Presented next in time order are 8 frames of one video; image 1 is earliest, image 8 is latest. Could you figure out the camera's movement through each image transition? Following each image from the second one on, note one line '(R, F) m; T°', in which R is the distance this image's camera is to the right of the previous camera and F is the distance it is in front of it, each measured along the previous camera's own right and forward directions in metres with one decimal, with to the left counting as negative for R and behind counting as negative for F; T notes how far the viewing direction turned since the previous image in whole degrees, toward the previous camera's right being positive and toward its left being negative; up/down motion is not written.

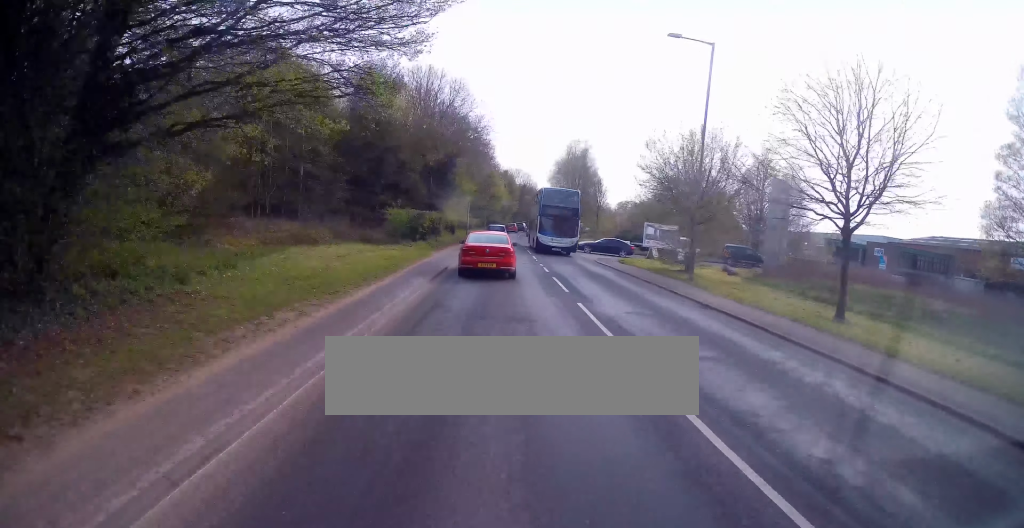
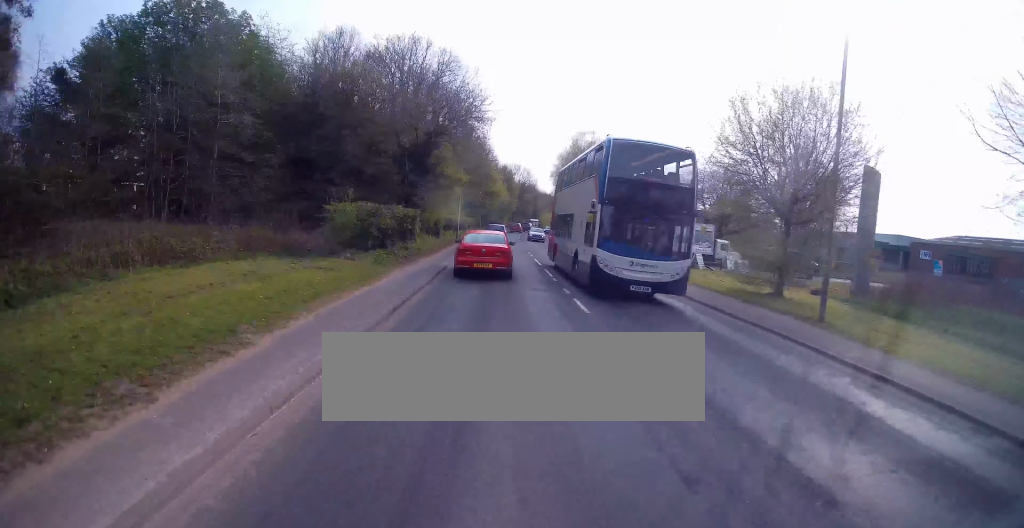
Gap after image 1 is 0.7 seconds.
(0.0, +9.5) m; 0°
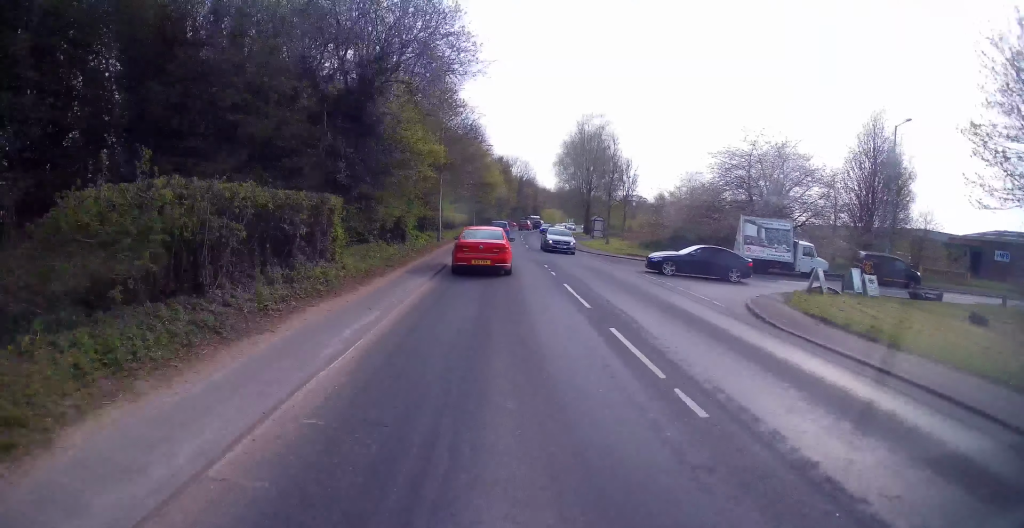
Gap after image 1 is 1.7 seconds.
(0.0, +12.5) m; 0°
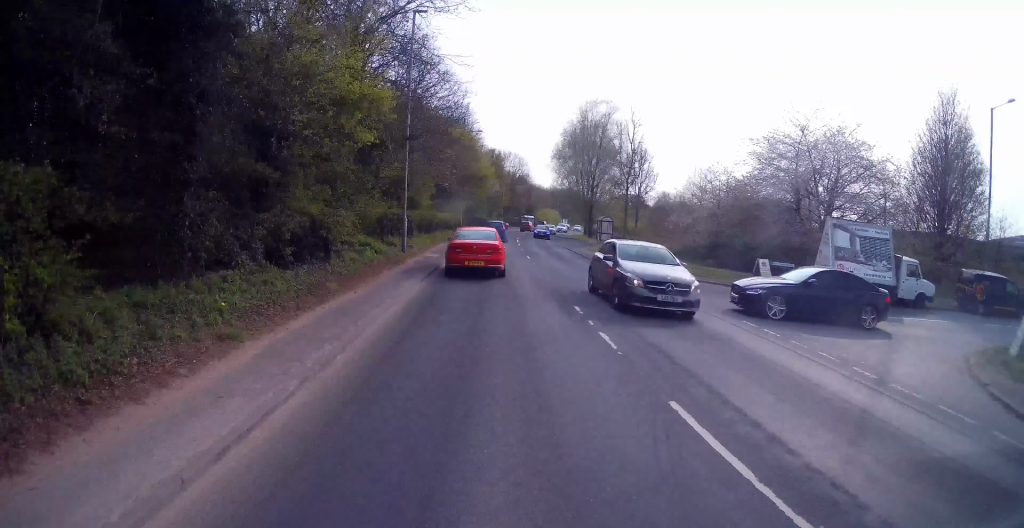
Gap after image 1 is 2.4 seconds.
(0.0, +10.0) m; 0°
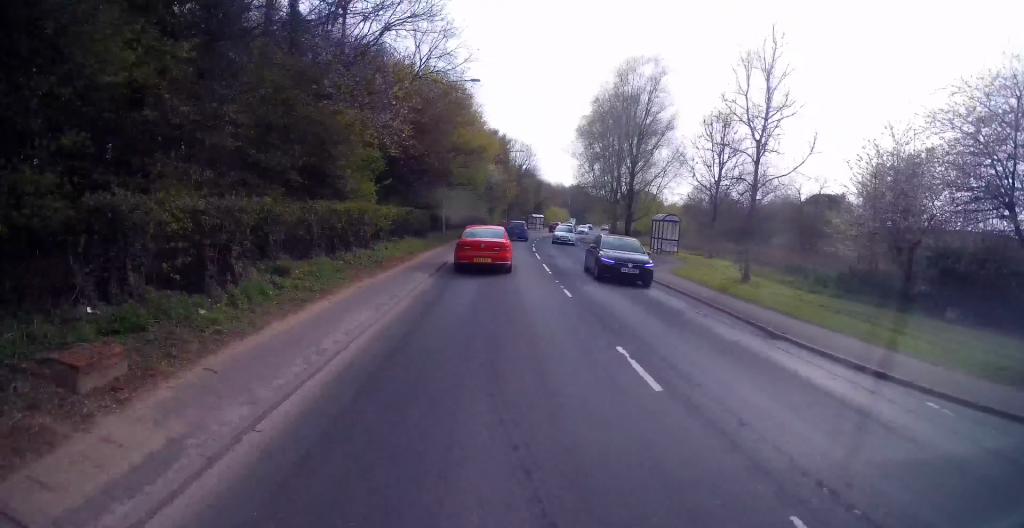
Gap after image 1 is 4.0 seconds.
(0.0, +20.4) m; 0°
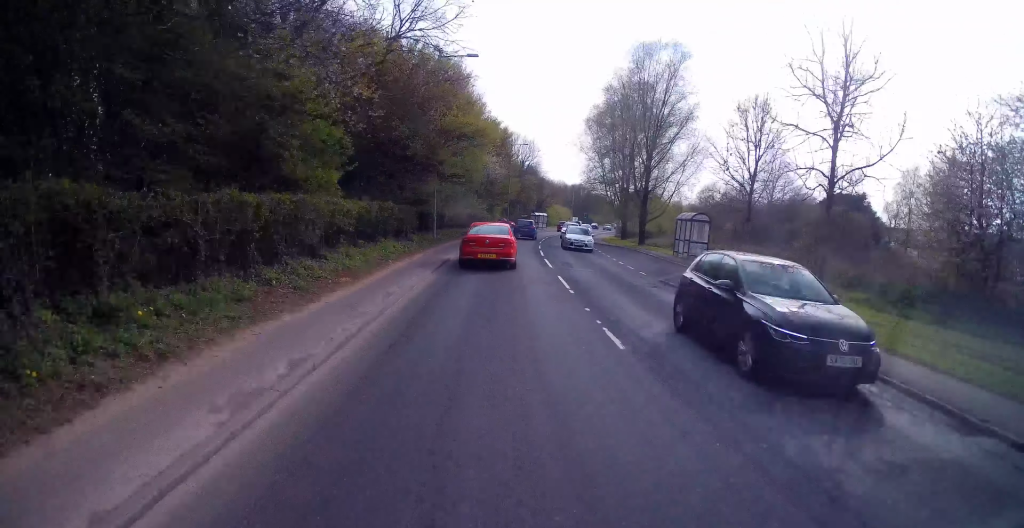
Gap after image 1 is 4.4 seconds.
(0.0, +5.5) m; 0°
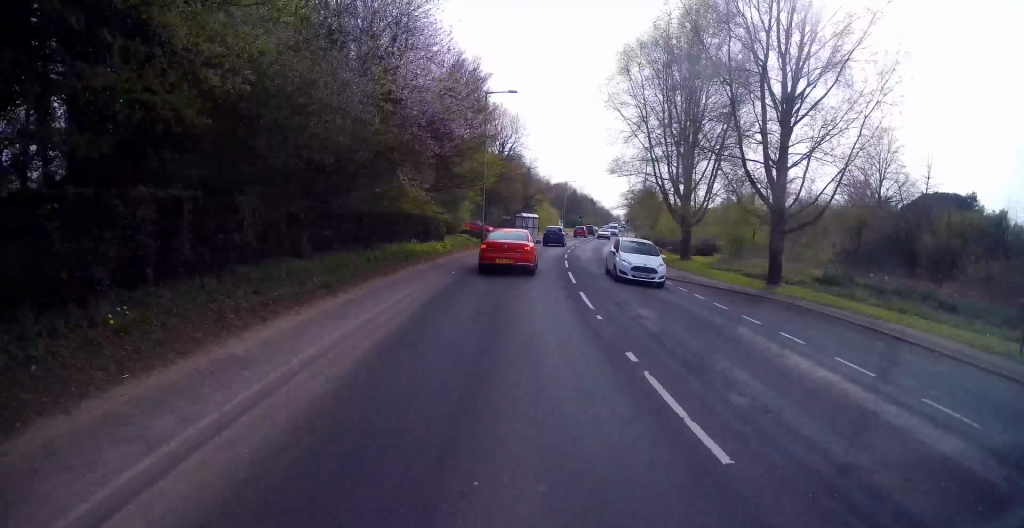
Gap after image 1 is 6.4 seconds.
(+0.7, +26.9) m; +4°
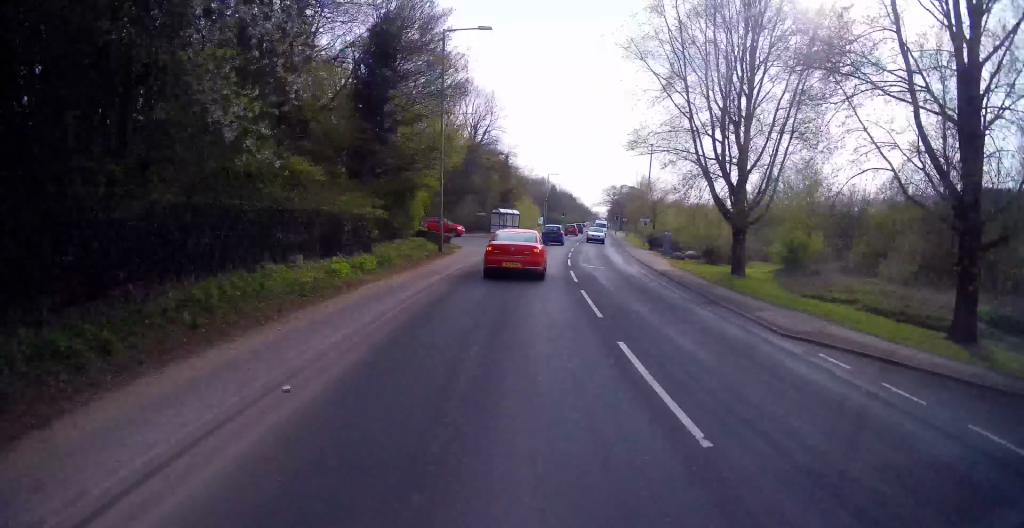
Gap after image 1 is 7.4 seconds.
(+0.2, +11.8) m; +4°
